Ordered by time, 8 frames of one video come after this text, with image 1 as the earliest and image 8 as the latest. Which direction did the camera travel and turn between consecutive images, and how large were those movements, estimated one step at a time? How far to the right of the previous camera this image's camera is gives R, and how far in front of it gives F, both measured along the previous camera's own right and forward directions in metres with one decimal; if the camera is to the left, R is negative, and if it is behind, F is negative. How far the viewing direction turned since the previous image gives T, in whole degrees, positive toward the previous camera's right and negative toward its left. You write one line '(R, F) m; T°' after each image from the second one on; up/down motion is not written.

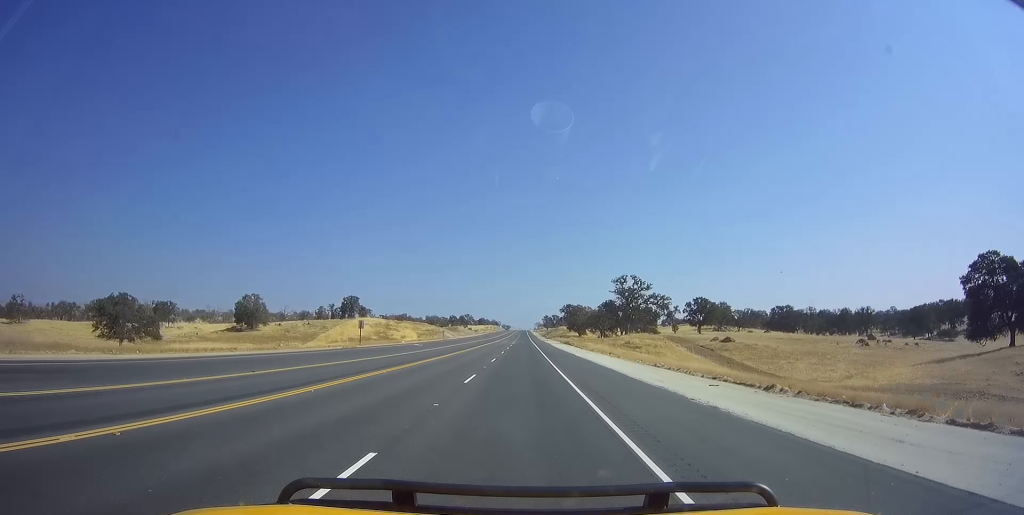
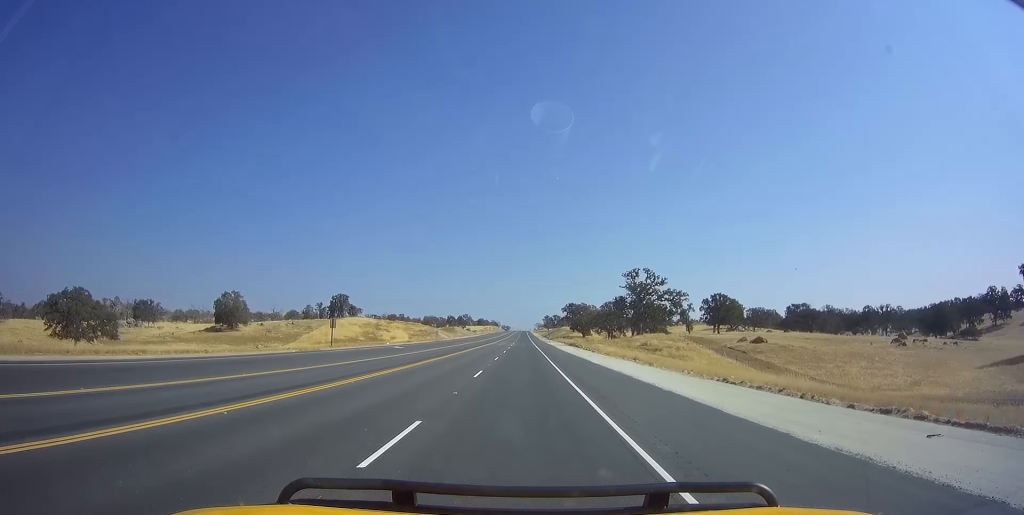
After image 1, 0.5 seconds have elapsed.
(+0.3, +11.6) m; 0°
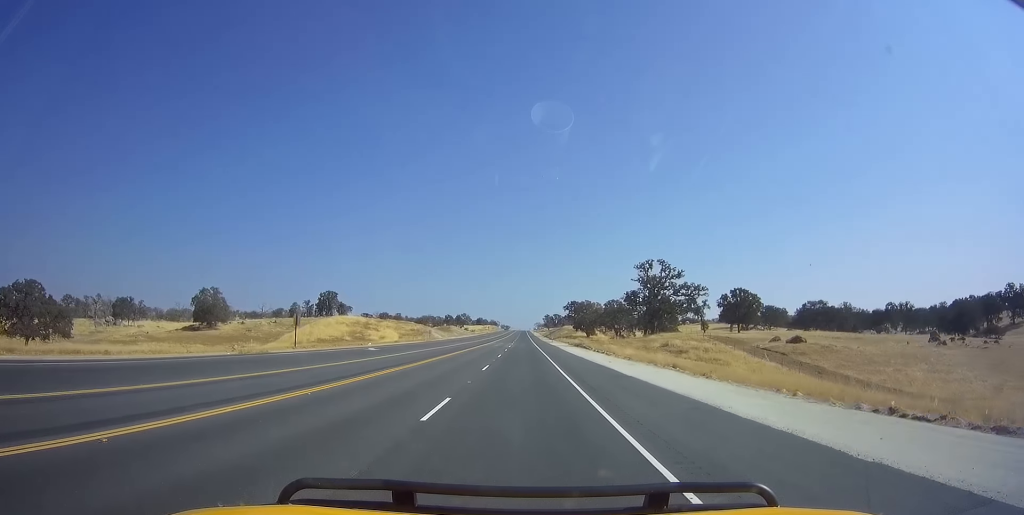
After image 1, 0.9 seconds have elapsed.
(-0.2, +10.8) m; 0°
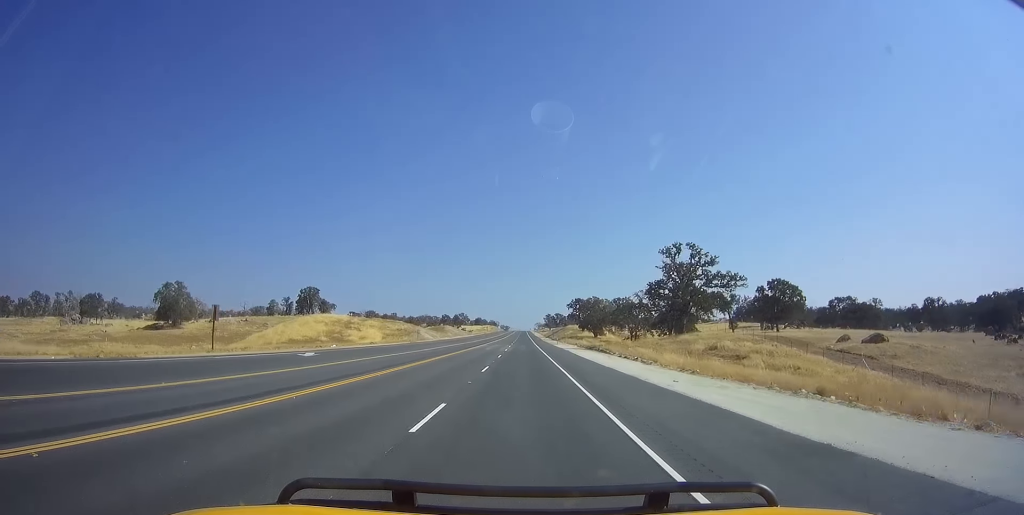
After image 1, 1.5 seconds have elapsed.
(-0.4, +15.7) m; 0°
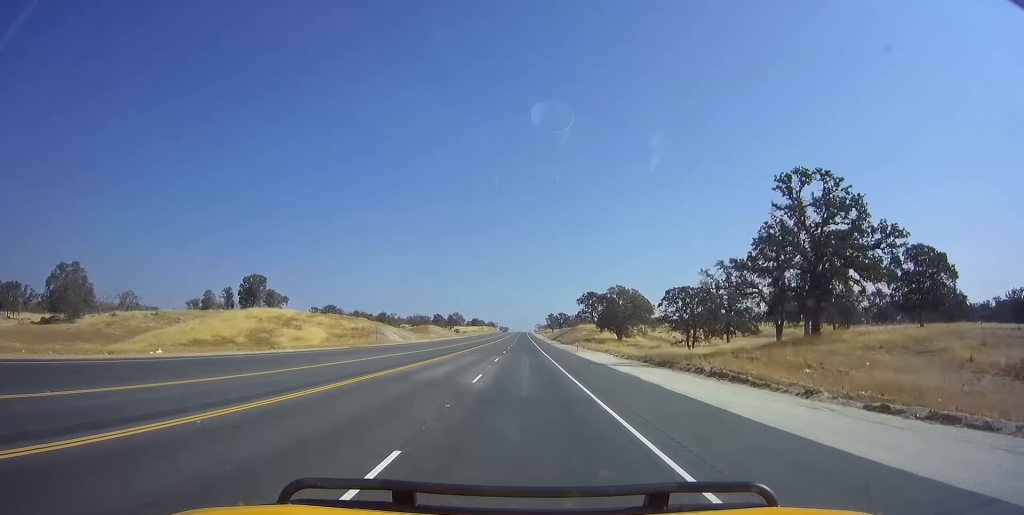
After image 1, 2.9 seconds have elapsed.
(+0.4, +34.0) m; 0°
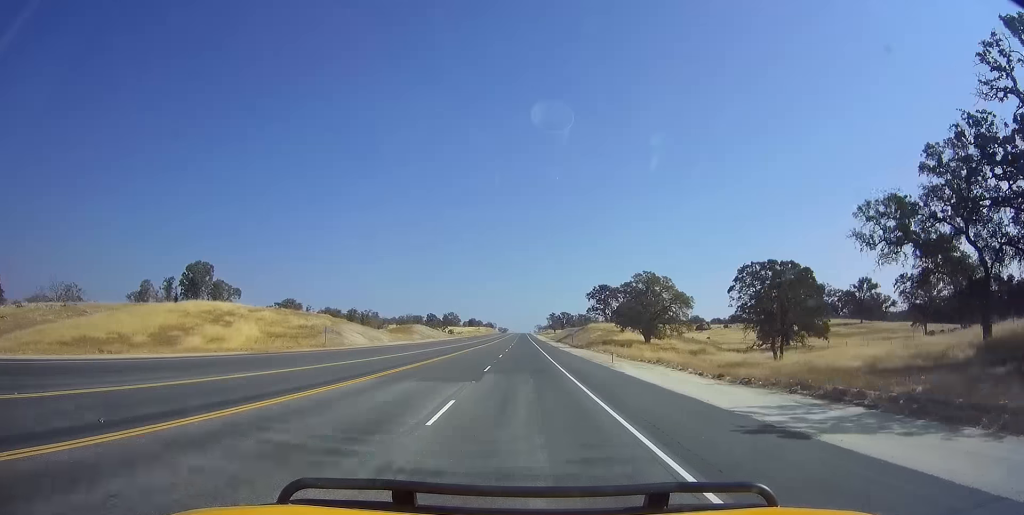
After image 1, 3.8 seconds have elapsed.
(-0.2, +23.2) m; 0°
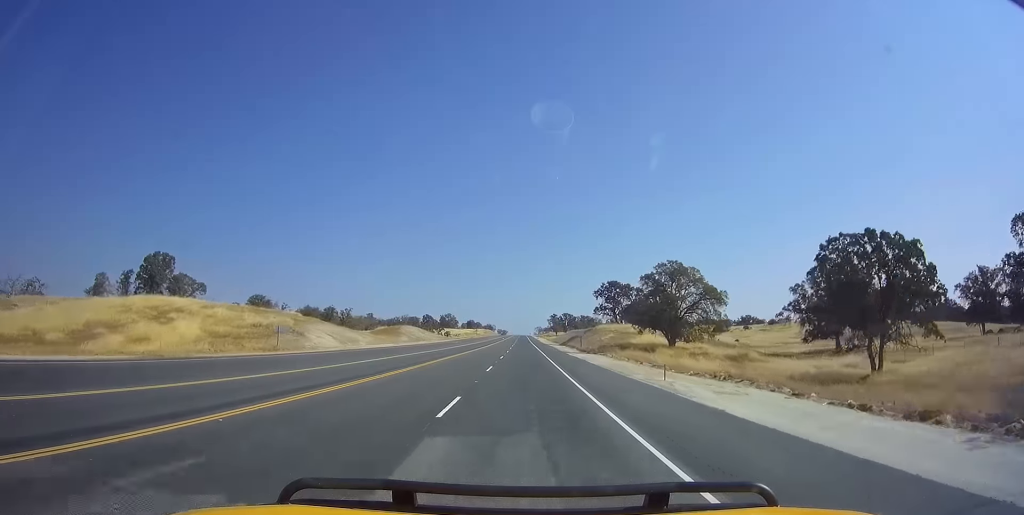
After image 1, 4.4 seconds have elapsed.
(+0.4, +13.2) m; 0°
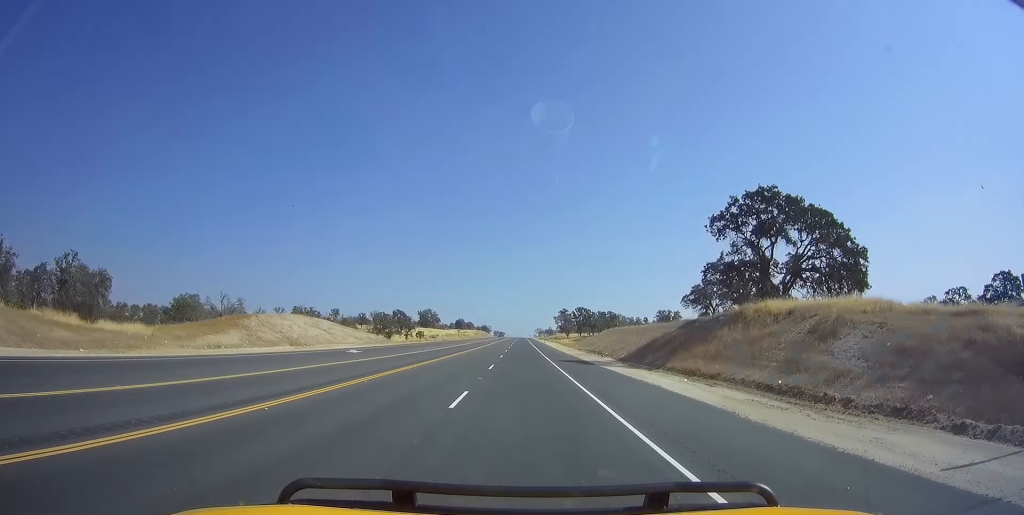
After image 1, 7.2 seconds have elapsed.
(-0.4, +71.1) m; 0°
